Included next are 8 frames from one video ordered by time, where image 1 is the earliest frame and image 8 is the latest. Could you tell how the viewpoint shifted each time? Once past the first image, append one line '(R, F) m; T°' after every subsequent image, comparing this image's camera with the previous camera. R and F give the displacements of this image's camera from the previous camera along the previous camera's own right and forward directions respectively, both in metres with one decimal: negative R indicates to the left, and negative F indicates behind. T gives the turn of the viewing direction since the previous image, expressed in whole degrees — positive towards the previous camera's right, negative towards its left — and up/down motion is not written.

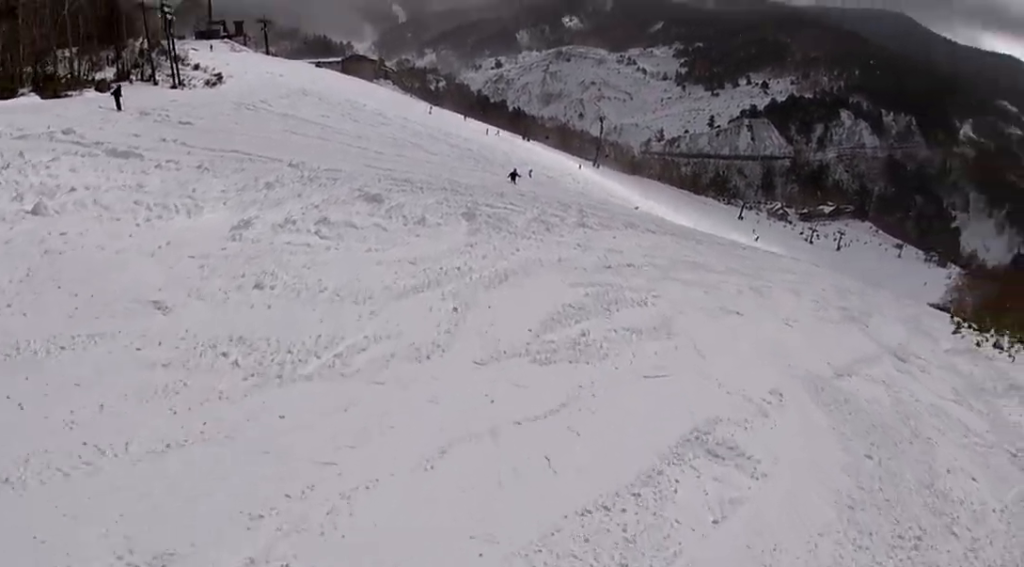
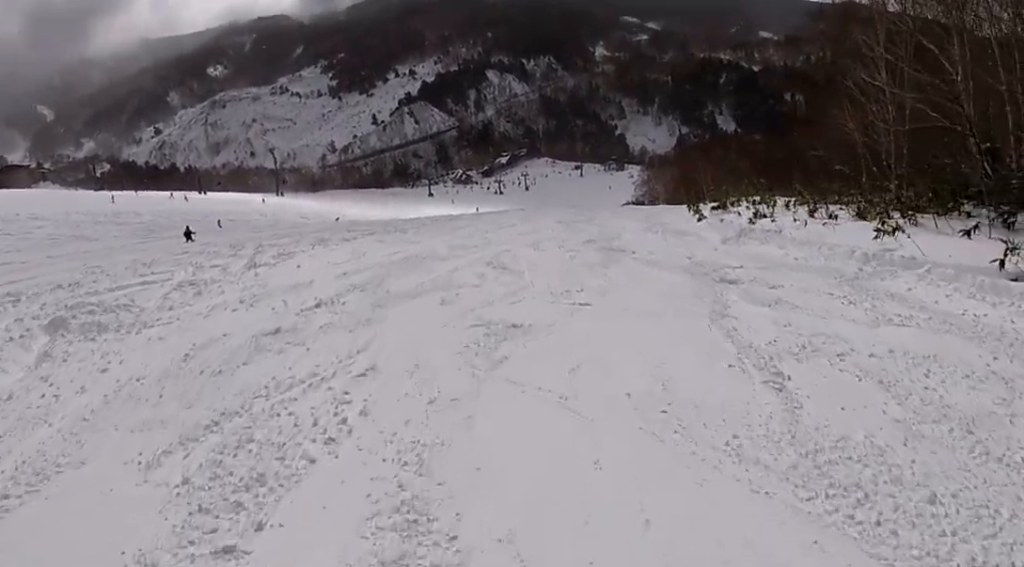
(+0.9, +5.6) m; +12°
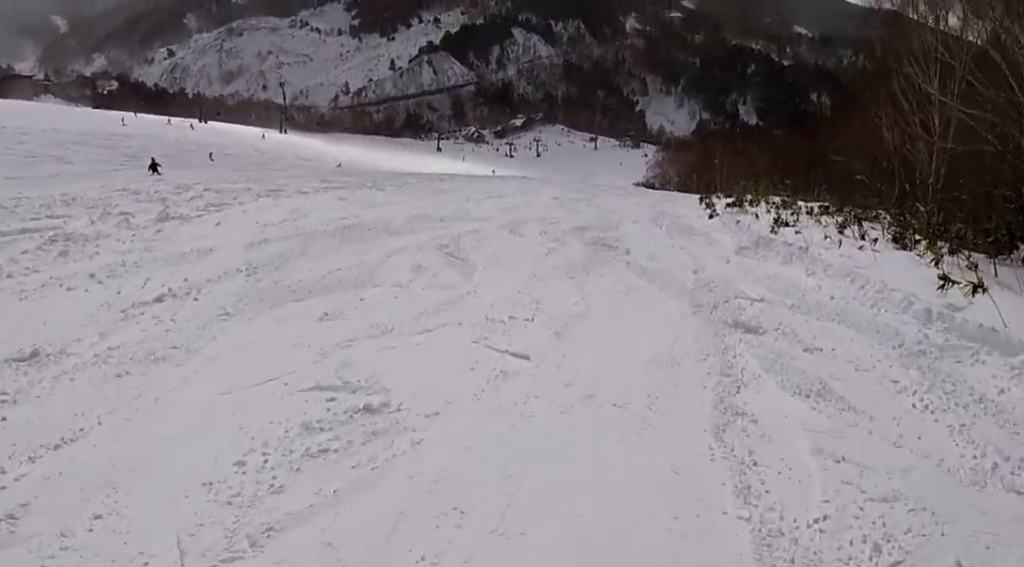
(+0.2, +3.2) m; +3°
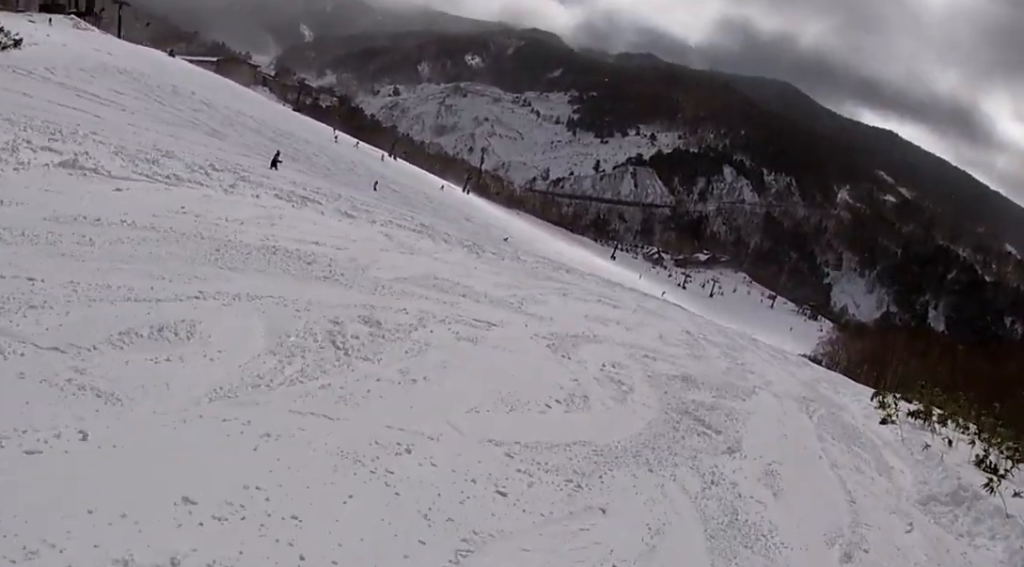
(0.0, +5.9) m; -8°
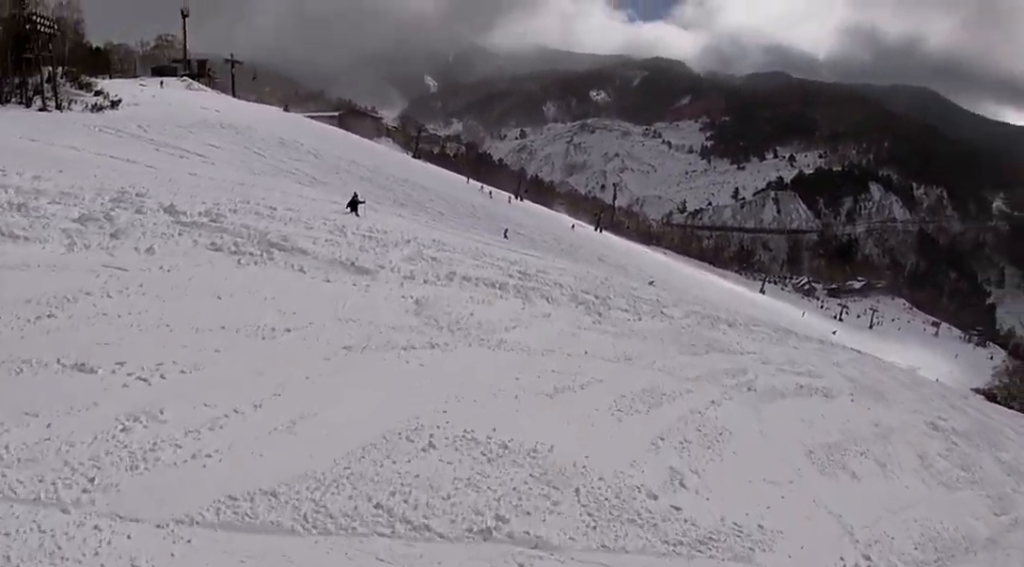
(-1.2, +8.0) m; -2°
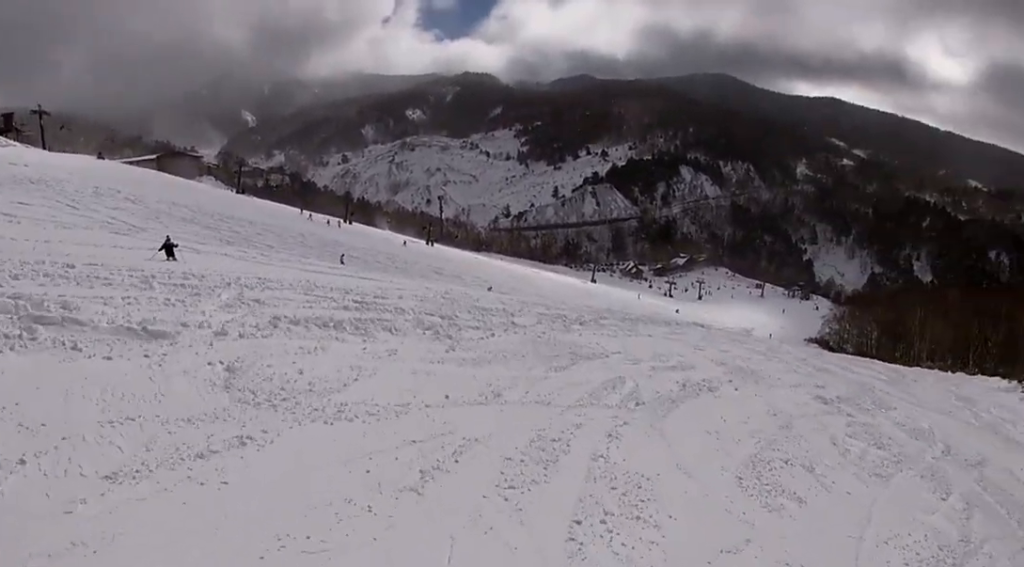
(-0.3, +2.3) m; +7°
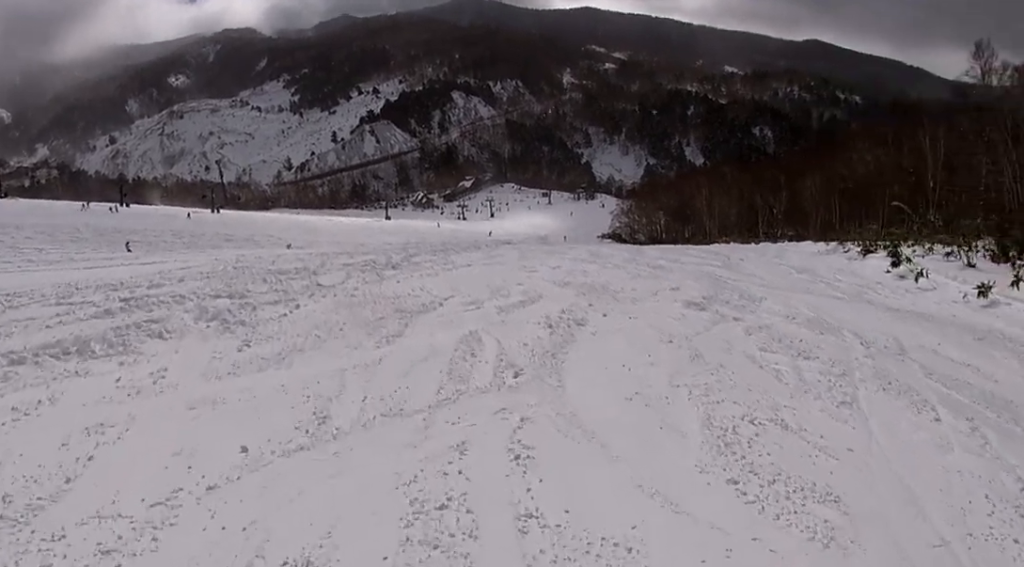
(+0.5, +3.0) m; +12°
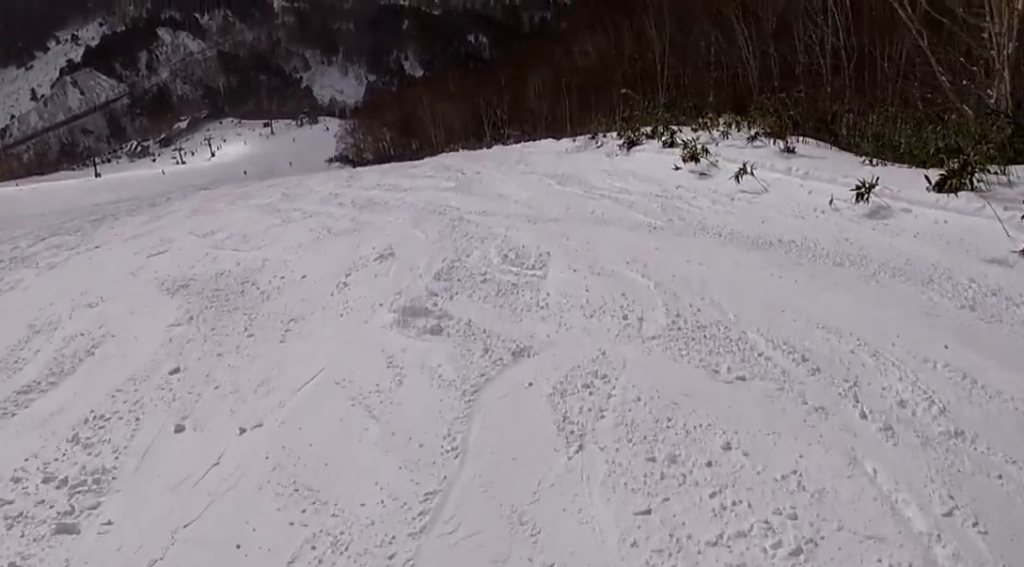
(+1.6, +7.3) m; +13°
